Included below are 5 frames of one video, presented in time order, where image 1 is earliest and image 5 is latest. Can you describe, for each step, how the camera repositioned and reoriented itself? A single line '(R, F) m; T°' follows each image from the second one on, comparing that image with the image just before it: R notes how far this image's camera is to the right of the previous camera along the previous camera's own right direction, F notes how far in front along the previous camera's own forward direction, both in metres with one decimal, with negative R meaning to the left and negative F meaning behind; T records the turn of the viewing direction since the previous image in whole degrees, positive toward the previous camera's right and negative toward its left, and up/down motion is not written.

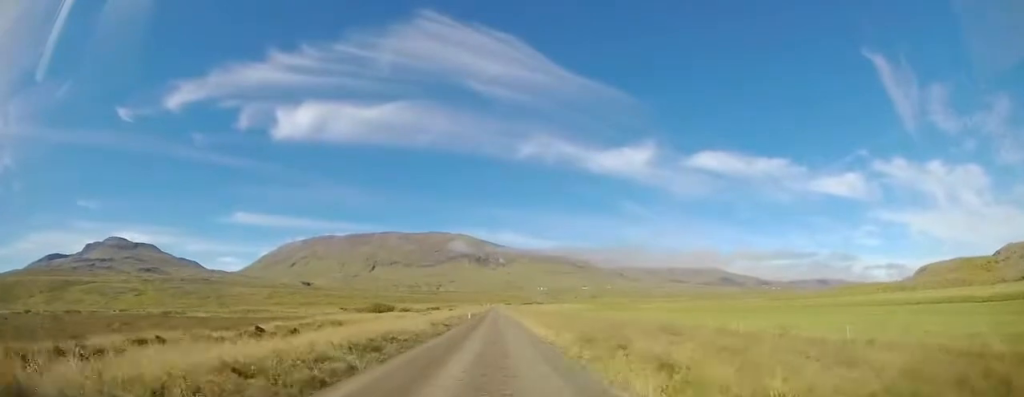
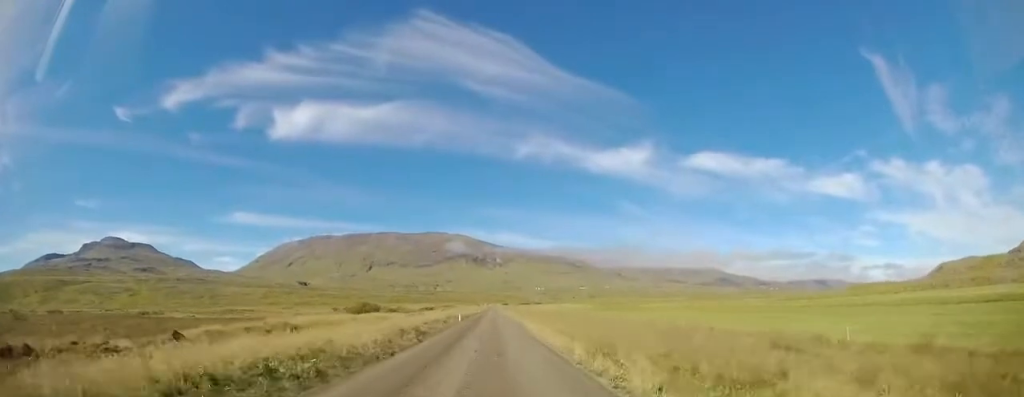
(+0.2, +9.2) m; +1°
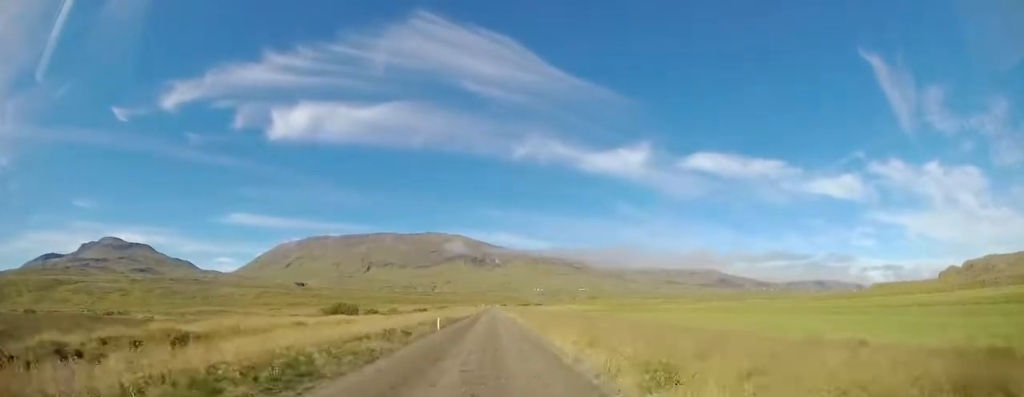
(+0.1, +13.6) m; 0°
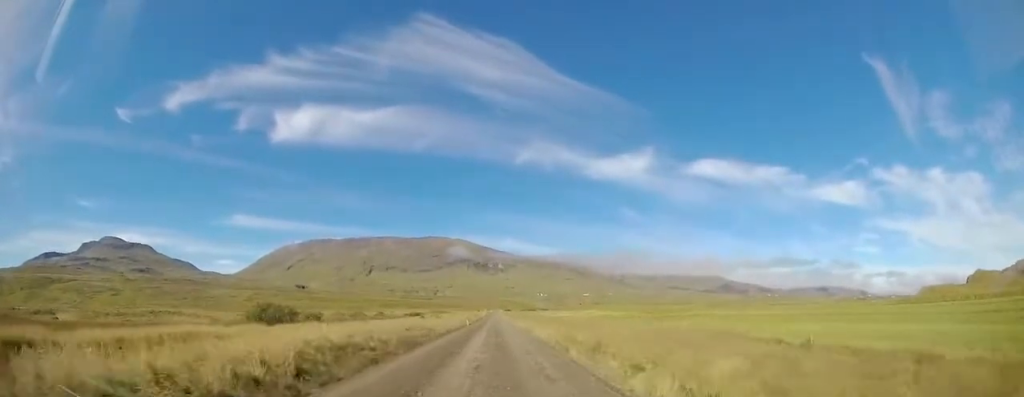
(-0.7, +26.8) m; -2°
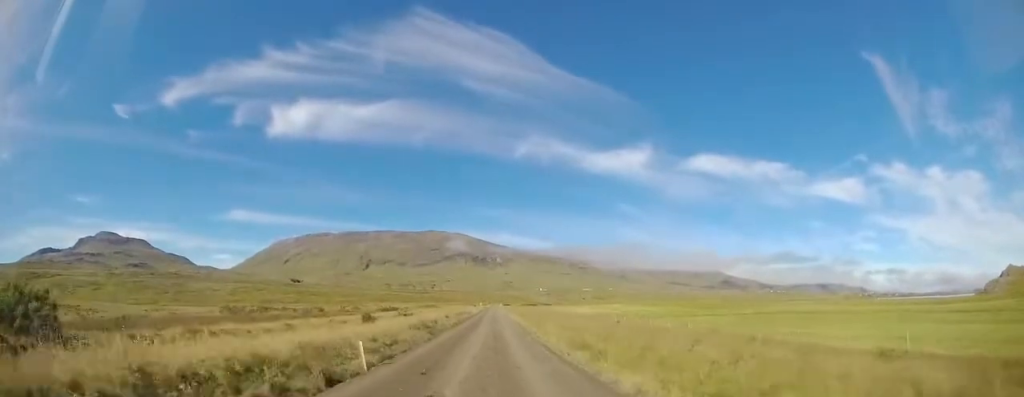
(+1.1, +36.3) m; +1°
